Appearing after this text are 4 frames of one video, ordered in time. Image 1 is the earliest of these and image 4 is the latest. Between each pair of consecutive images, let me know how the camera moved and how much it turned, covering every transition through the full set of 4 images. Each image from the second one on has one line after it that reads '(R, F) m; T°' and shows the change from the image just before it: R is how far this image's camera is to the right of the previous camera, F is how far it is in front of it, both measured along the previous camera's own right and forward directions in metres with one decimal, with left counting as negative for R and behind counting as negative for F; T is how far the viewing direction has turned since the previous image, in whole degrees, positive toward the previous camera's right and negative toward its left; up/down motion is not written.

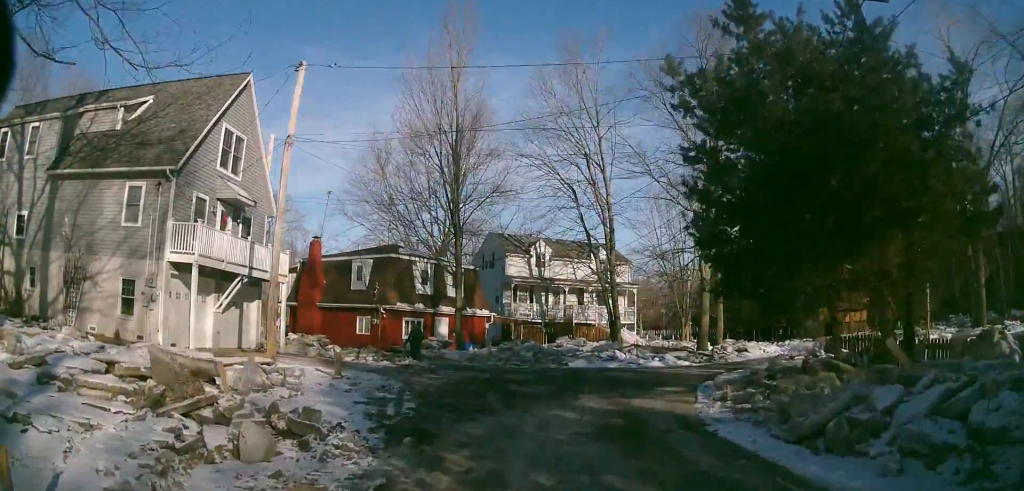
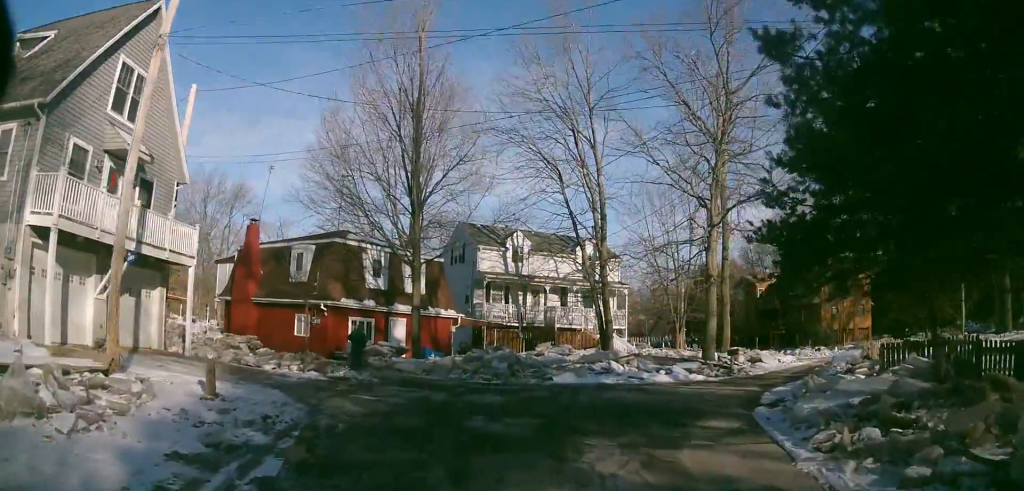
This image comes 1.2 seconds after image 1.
(-0.1, +6.9) m; 0°
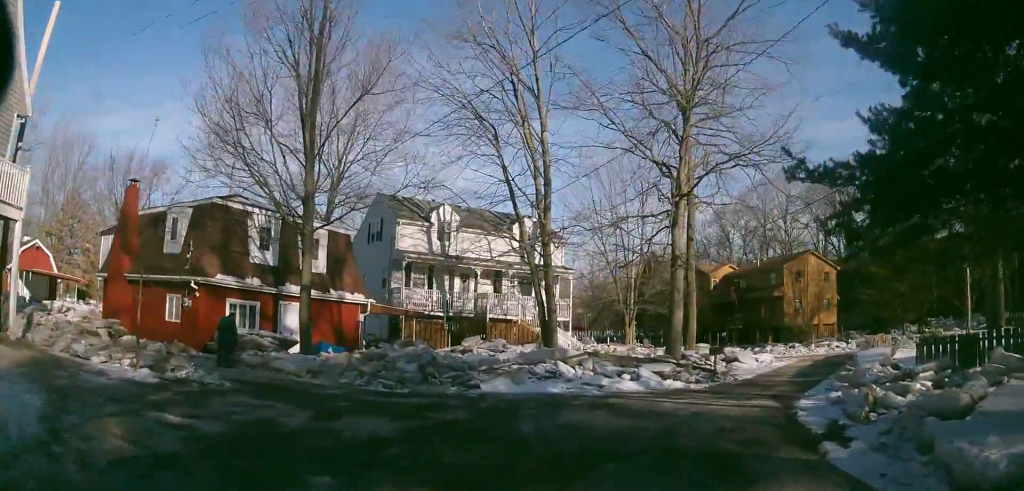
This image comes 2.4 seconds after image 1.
(+0.2, +6.8) m; +12°
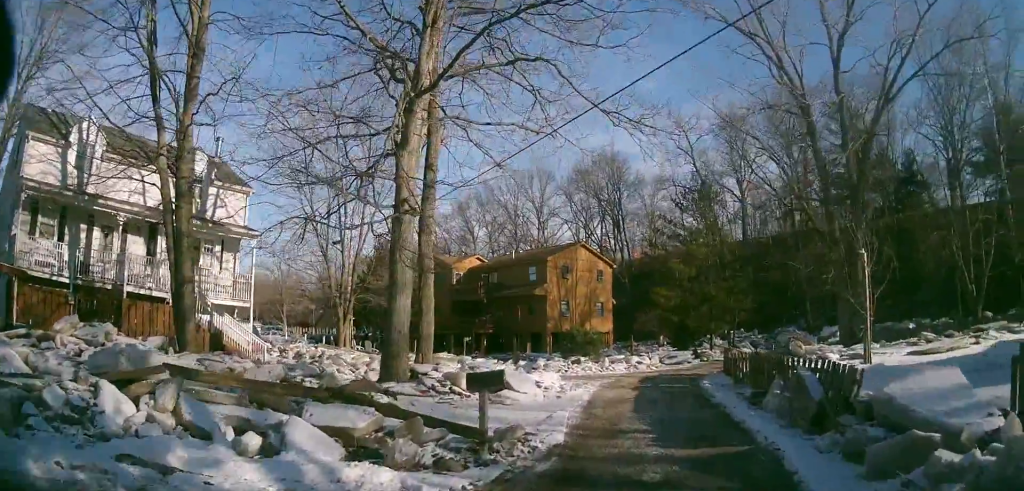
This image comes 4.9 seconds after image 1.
(+2.1, +12.3) m; +10°
